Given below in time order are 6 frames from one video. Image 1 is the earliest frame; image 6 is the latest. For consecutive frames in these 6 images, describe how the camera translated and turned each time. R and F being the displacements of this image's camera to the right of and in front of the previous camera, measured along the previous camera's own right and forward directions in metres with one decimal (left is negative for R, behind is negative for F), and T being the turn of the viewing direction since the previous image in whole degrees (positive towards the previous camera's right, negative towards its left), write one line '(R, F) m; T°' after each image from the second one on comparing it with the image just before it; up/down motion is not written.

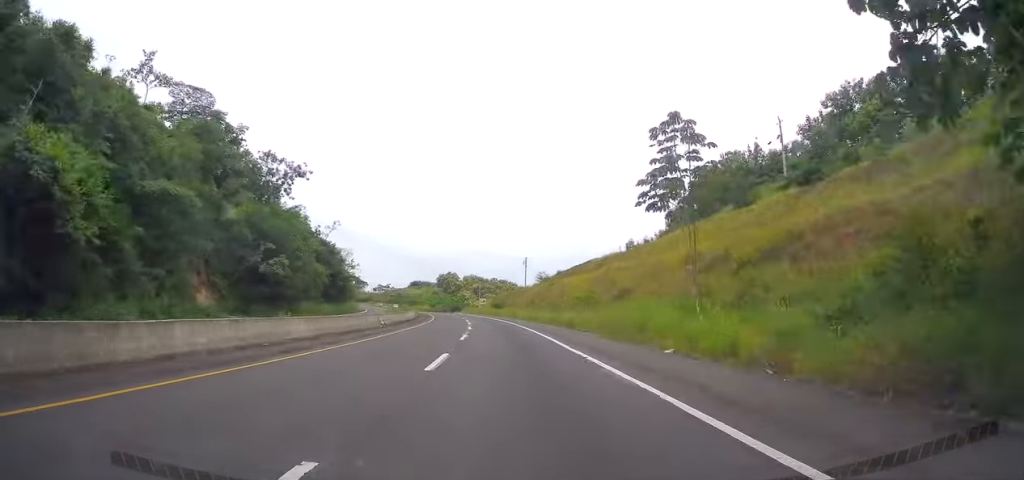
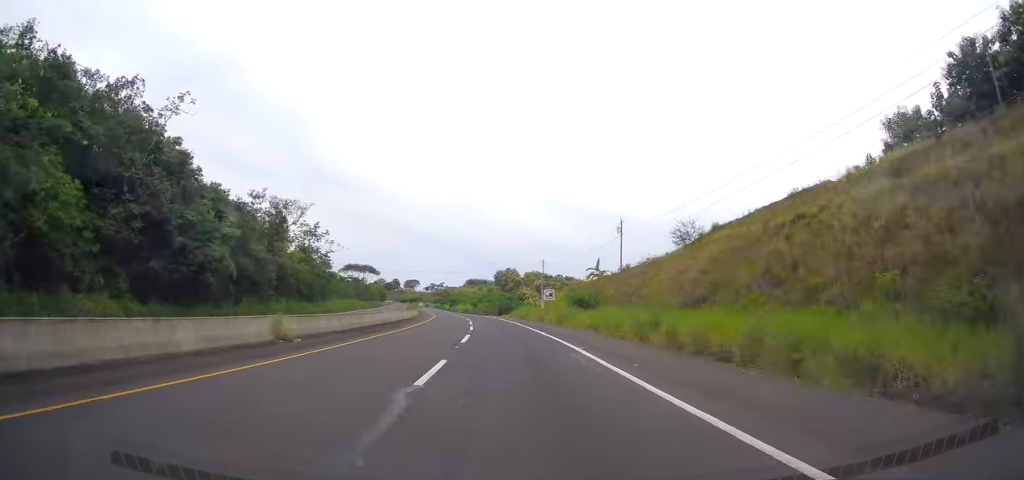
(-2.6, +63.5) m; -5°
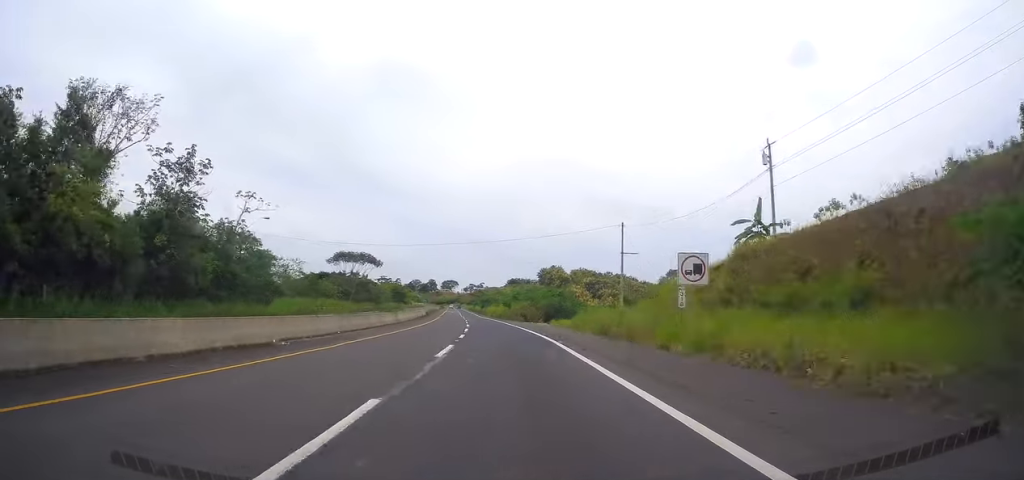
(-1.9, +42.3) m; -4°
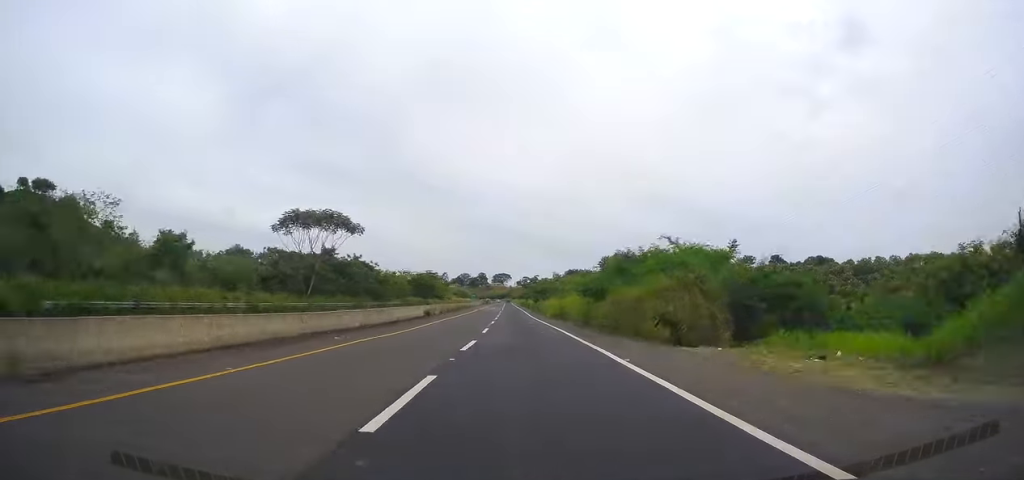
(-1.2, +48.3) m; -4°
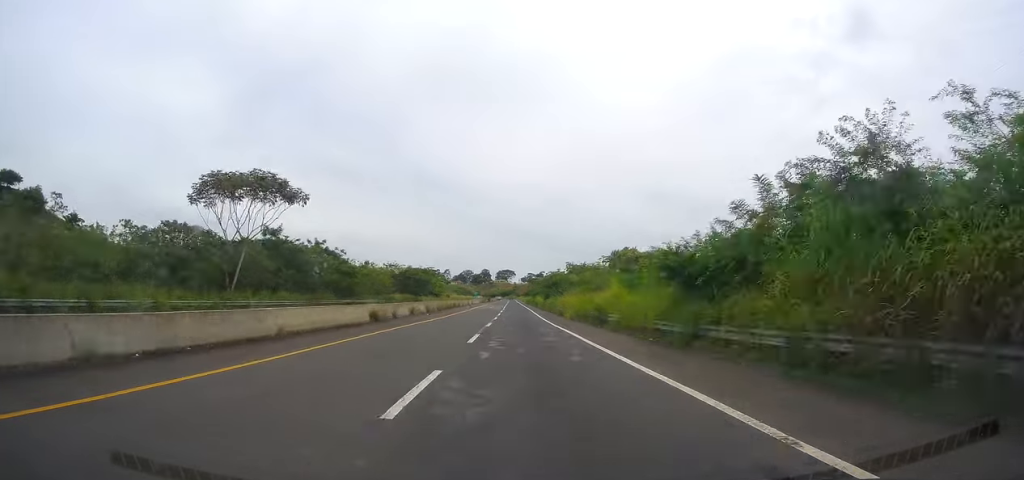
(-0.6, +18.9) m; -1°
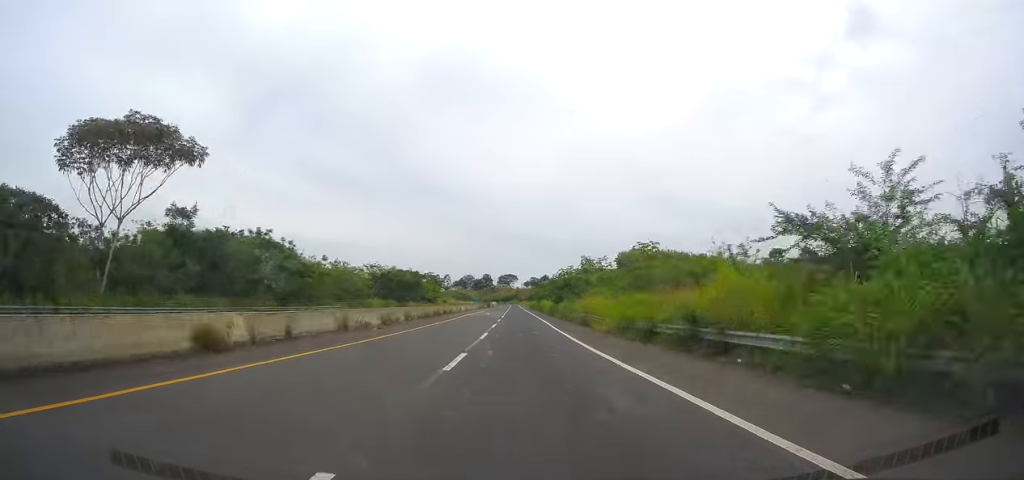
(-0.4, +16.3) m; -1°
